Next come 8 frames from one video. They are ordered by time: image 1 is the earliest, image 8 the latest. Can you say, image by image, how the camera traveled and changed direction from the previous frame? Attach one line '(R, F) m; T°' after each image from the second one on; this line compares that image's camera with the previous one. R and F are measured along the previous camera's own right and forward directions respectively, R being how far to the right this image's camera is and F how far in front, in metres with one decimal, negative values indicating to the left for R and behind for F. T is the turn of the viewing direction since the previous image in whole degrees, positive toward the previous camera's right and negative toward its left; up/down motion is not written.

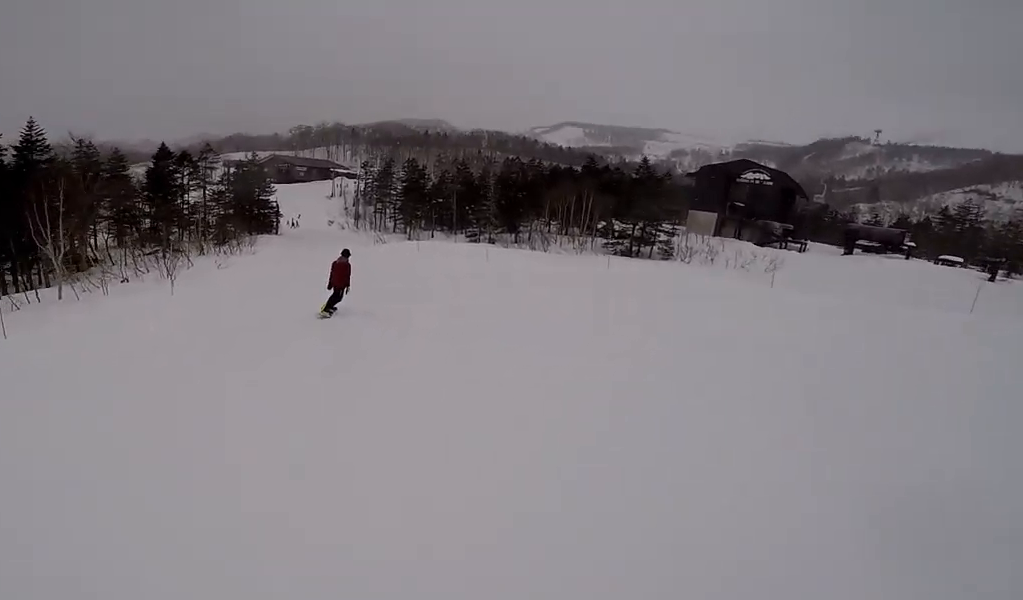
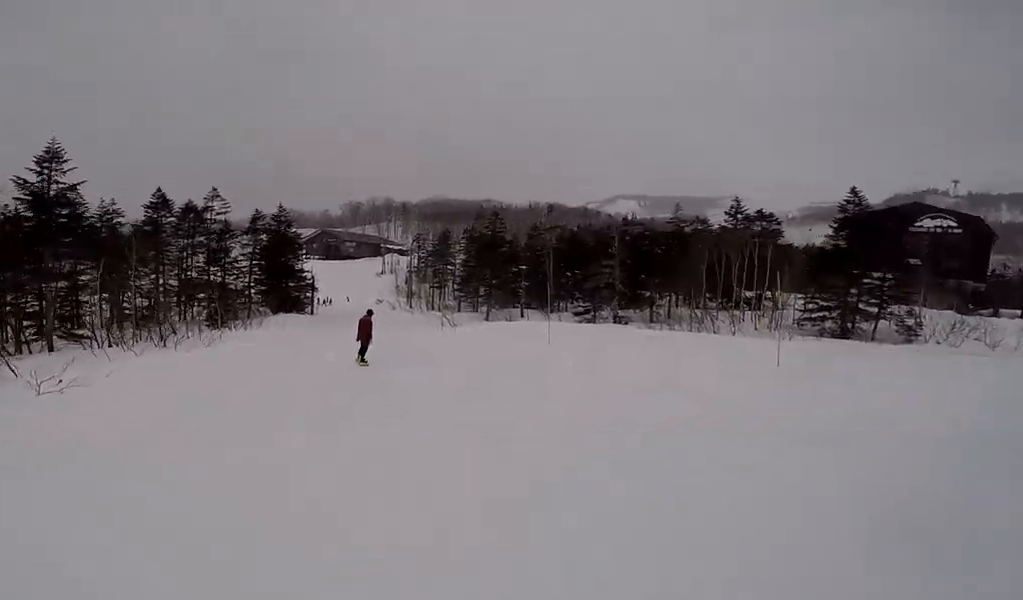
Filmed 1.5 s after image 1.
(+0.2, +18.4) m; -8°
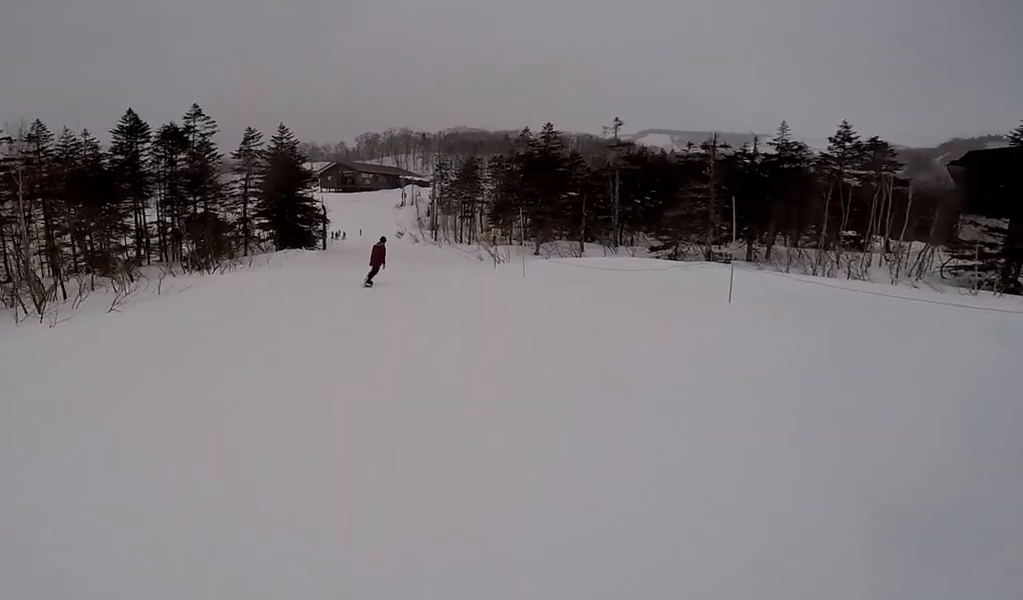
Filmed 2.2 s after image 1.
(-1.1, +7.2) m; -2°
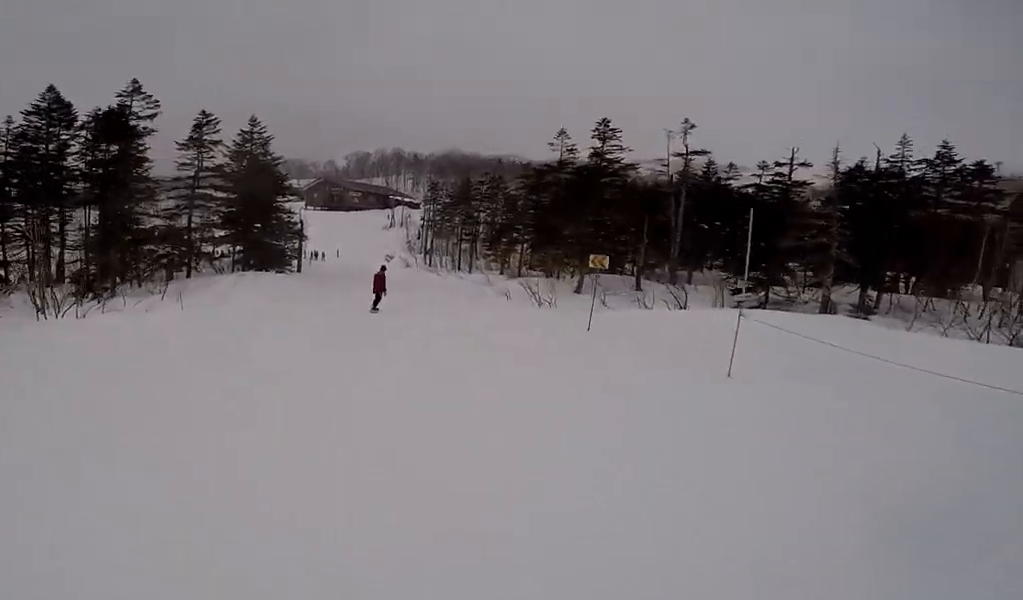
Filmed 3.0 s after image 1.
(-0.1, +9.0) m; +2°
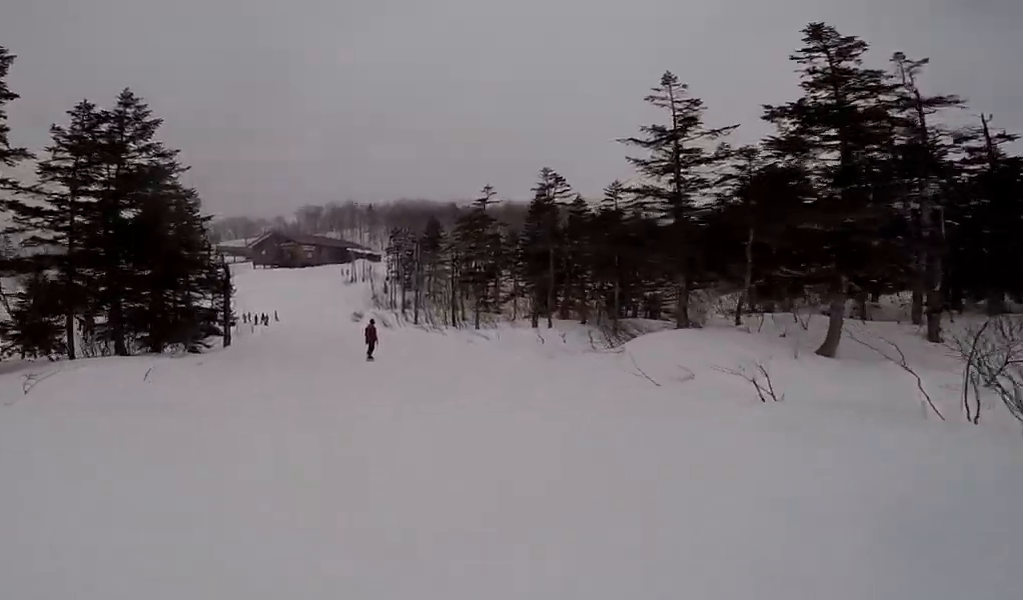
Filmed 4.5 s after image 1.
(+1.2, +15.4) m; +5°
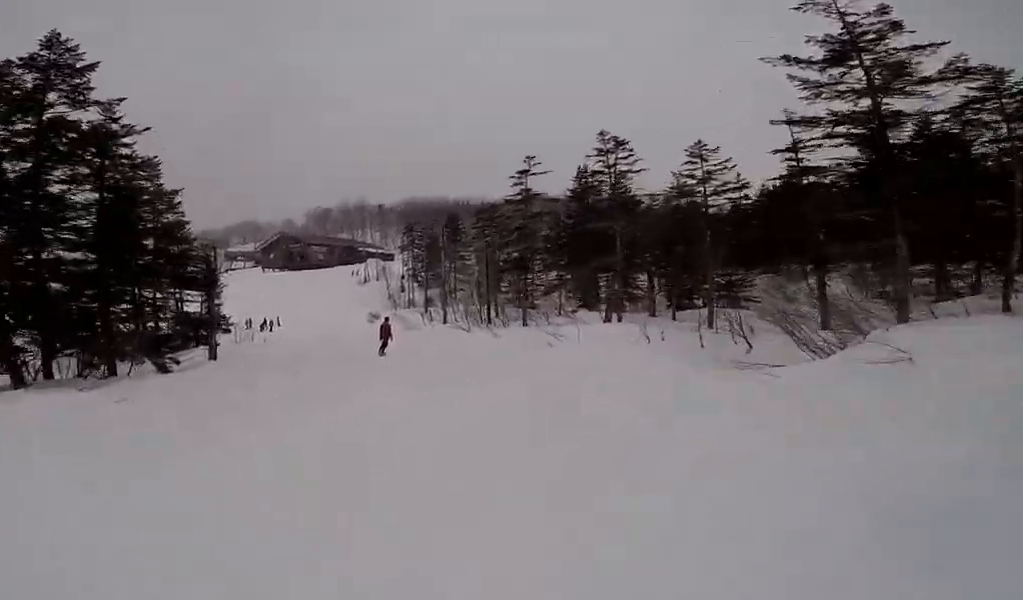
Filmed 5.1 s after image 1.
(0.0, +6.4) m; +4°
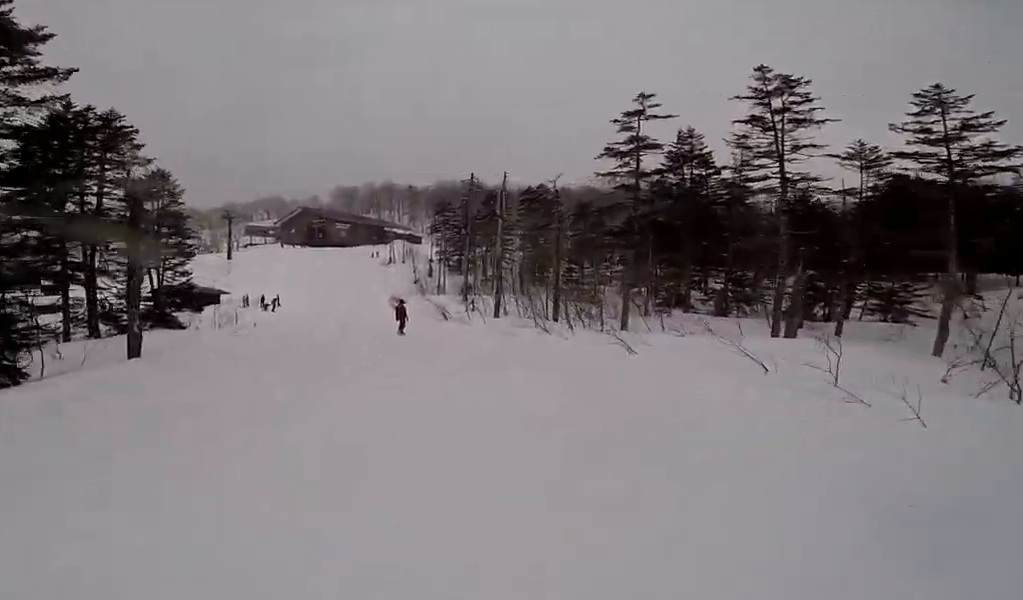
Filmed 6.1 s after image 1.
(+0.6, +8.7) m; +1°
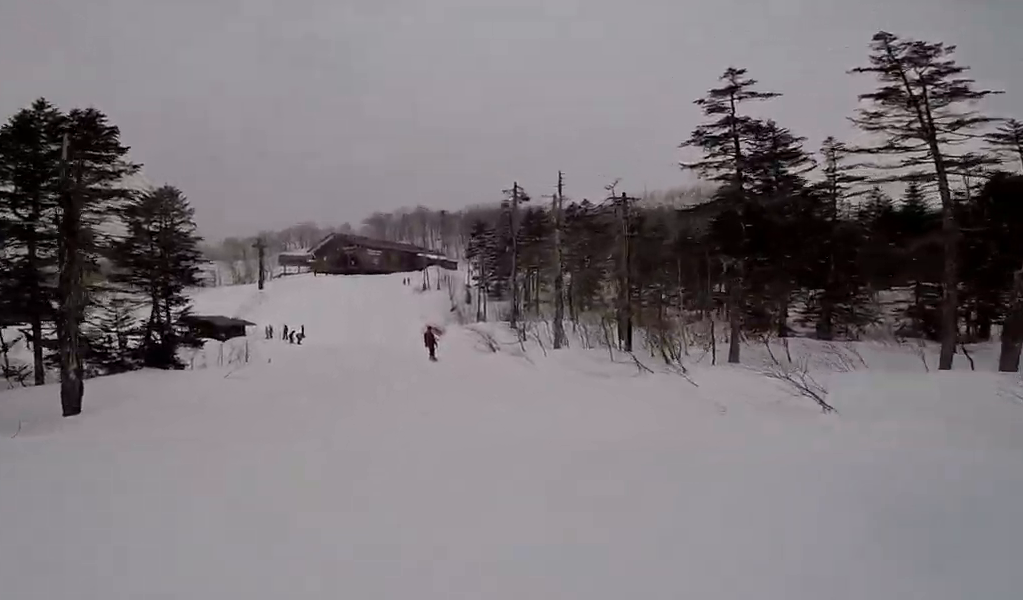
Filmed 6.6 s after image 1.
(+0.5, +4.1) m; -2°
